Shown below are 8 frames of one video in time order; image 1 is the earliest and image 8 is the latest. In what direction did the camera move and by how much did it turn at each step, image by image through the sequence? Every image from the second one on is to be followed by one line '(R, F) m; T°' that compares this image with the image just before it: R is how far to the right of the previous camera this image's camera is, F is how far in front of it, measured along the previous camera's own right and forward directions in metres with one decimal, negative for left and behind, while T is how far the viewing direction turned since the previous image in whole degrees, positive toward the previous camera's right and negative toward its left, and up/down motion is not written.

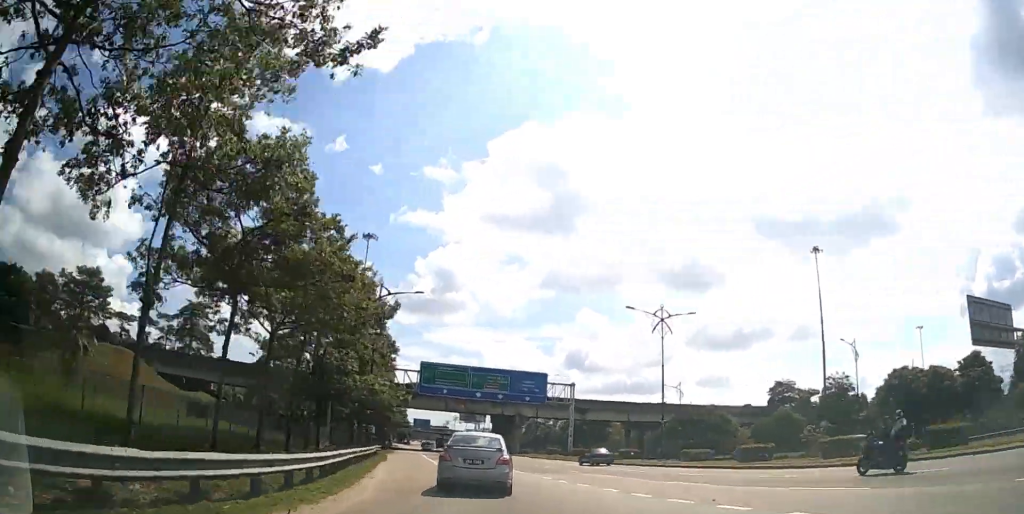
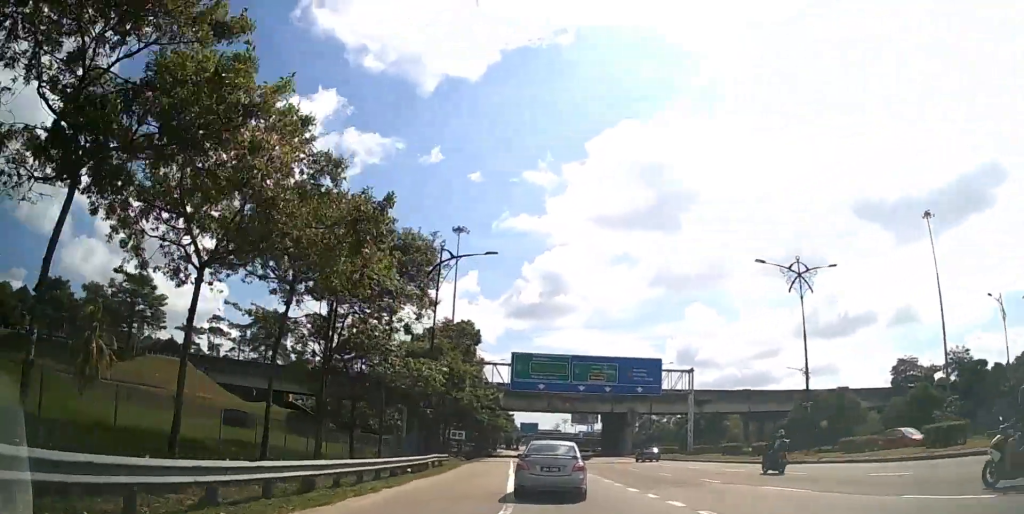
(-1.0, +10.3) m; -9°
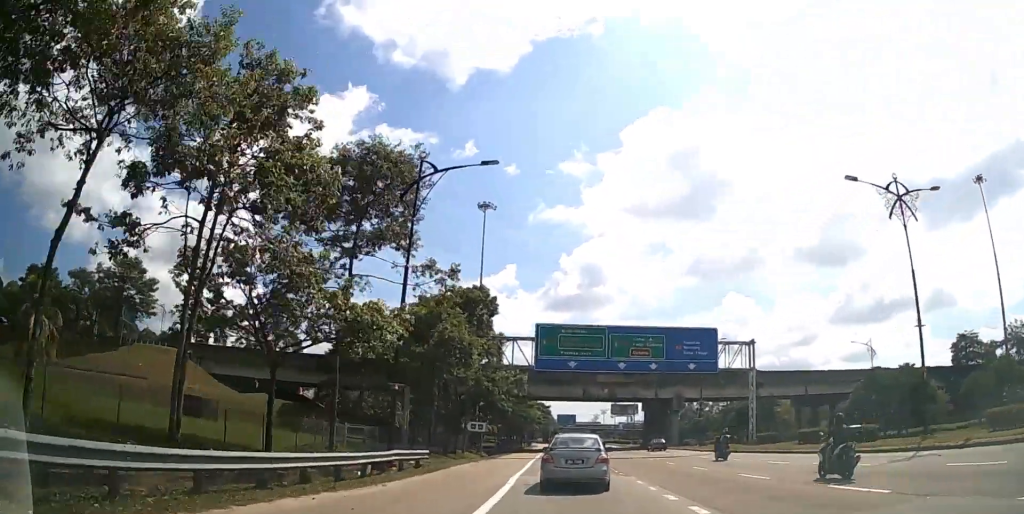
(-0.7, +10.1) m; -3°
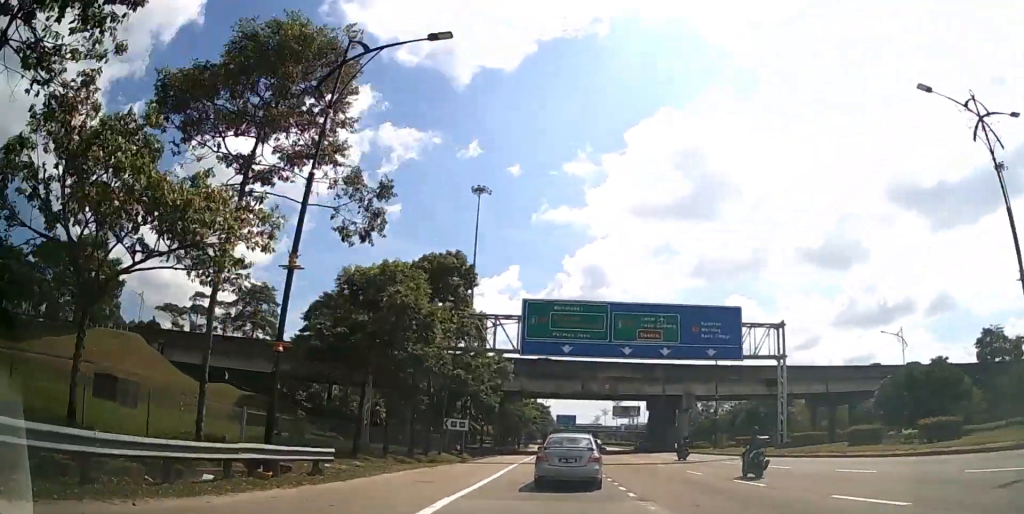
(+0.2, +9.3) m; +1°
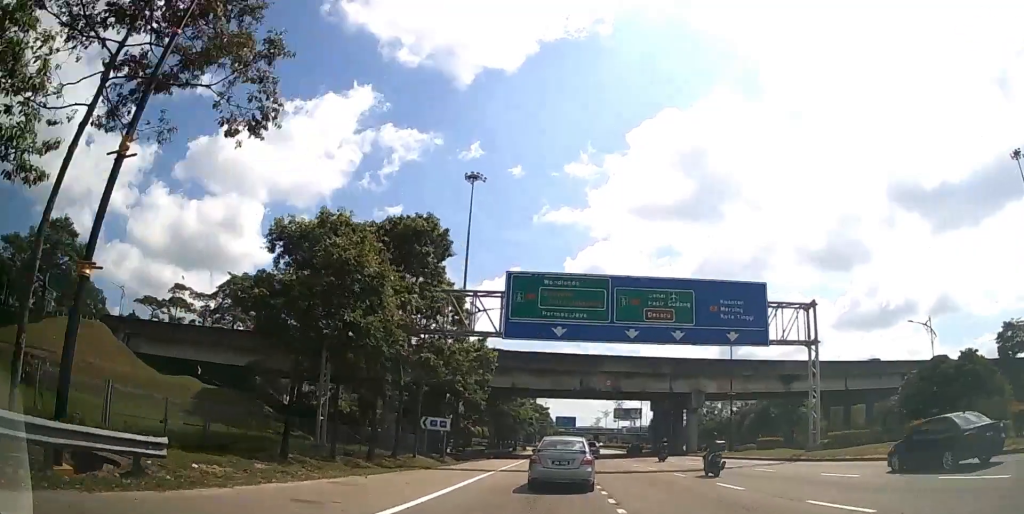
(0.0, +6.4) m; 0°
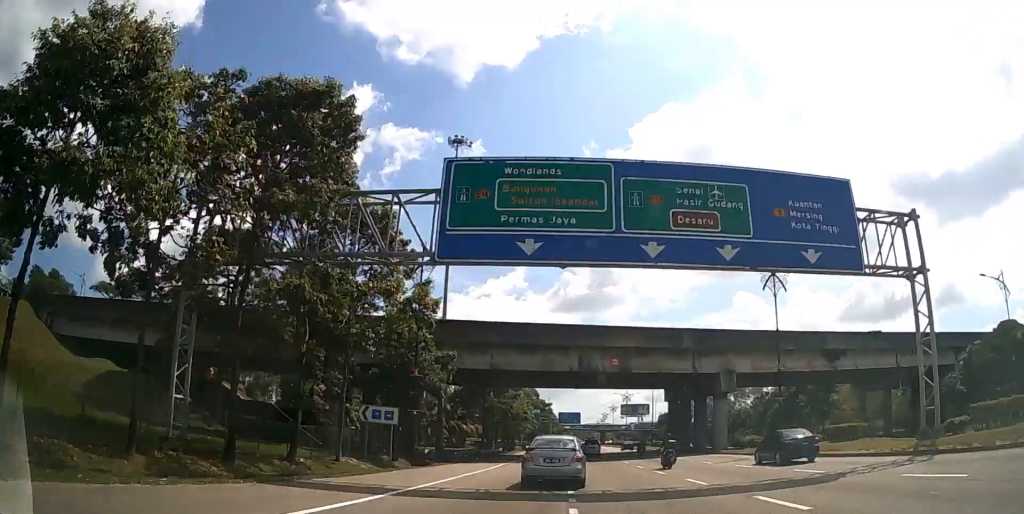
(0.0, +13.3) m; -1°
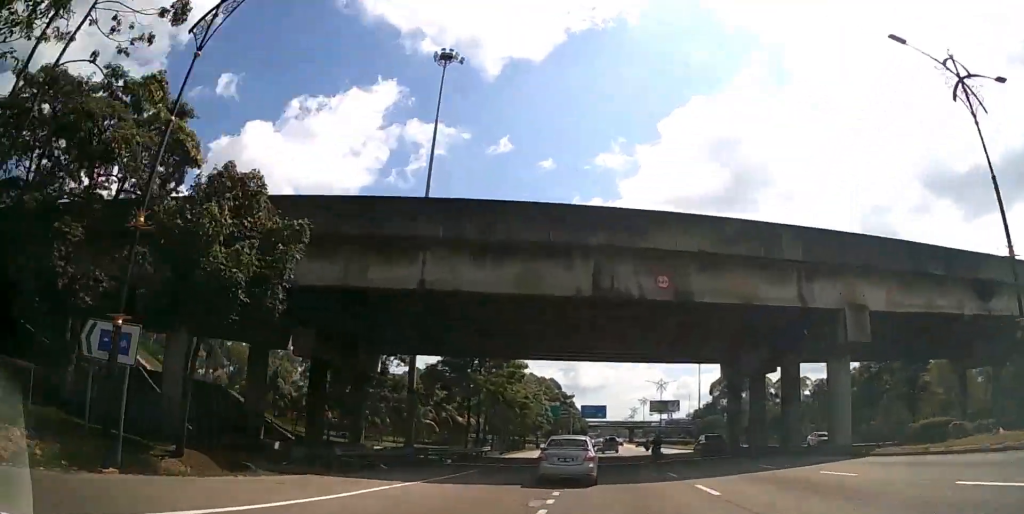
(-0.5, +22.7) m; -2°
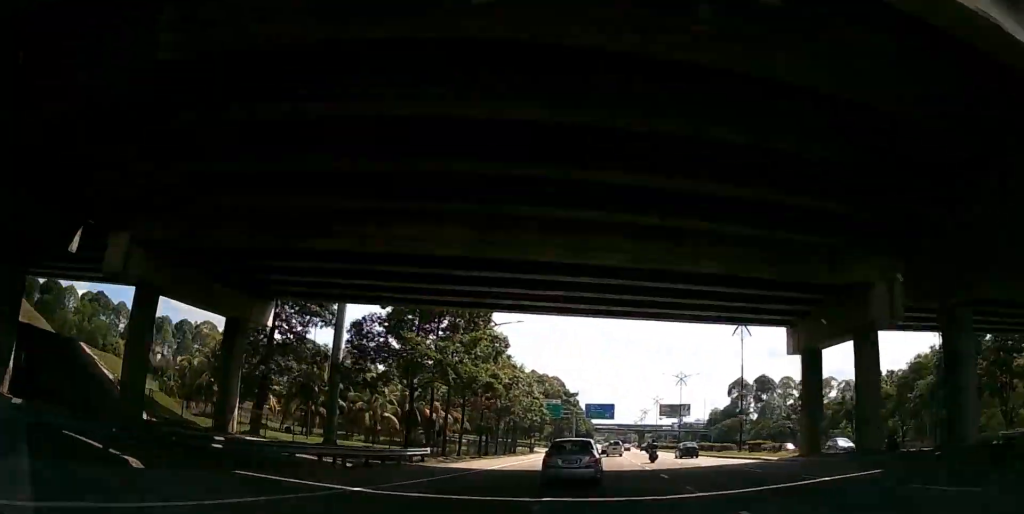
(-0.3, +18.5) m; -2°
